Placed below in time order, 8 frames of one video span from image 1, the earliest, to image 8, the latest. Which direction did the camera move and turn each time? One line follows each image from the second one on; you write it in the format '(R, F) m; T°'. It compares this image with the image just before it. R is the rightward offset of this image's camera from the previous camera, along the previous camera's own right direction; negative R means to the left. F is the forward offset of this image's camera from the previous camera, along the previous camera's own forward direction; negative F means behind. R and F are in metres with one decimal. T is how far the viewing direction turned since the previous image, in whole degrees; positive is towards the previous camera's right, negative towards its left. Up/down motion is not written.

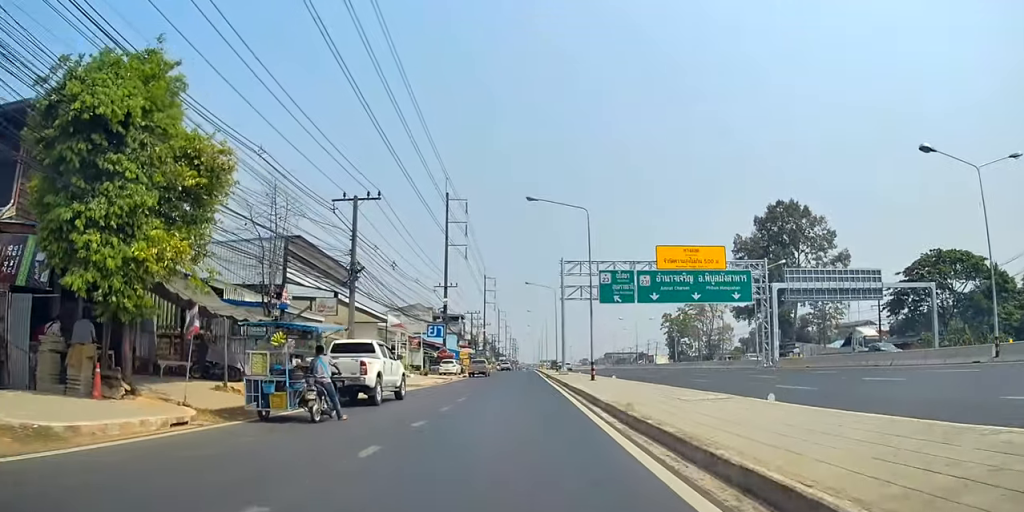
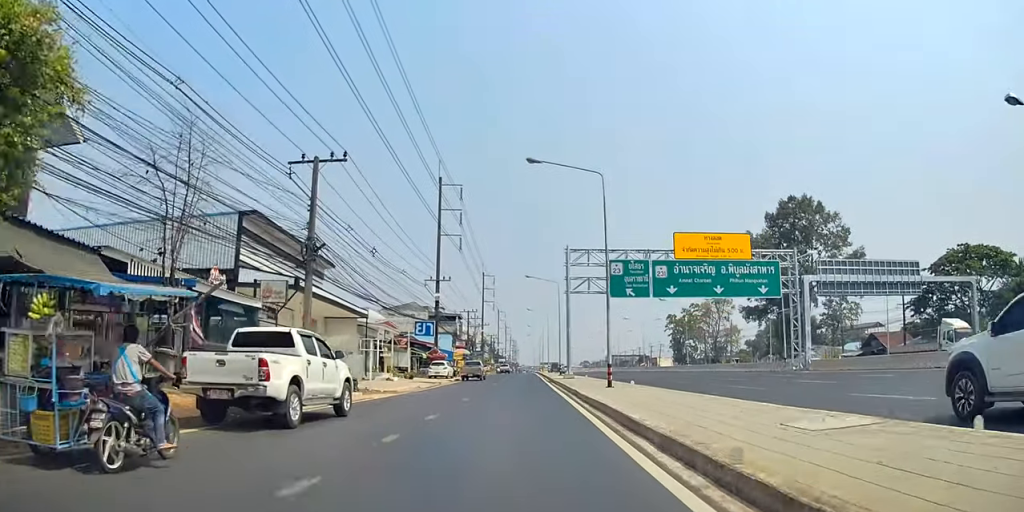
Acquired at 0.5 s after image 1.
(-0.2, +6.1) m; 0°
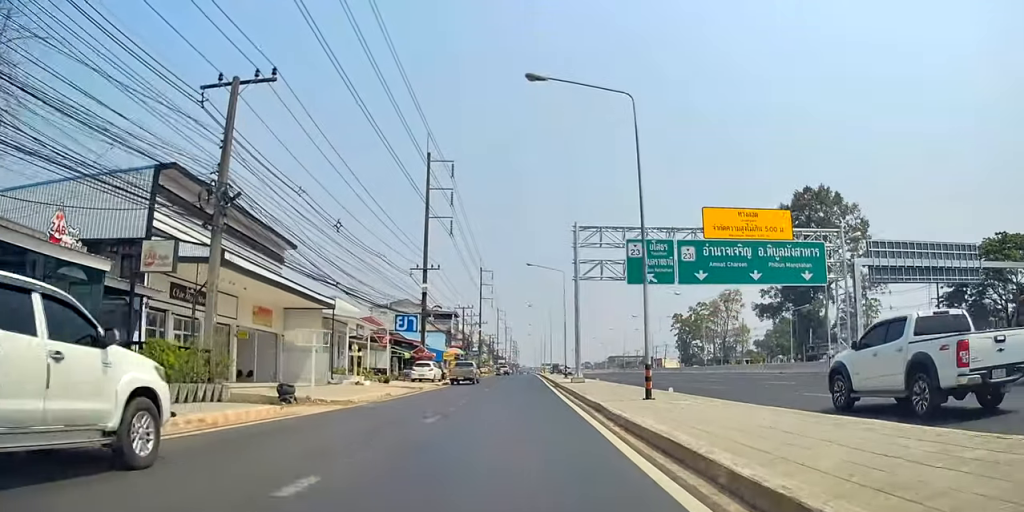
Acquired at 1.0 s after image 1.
(+0.3, +7.9) m; +1°
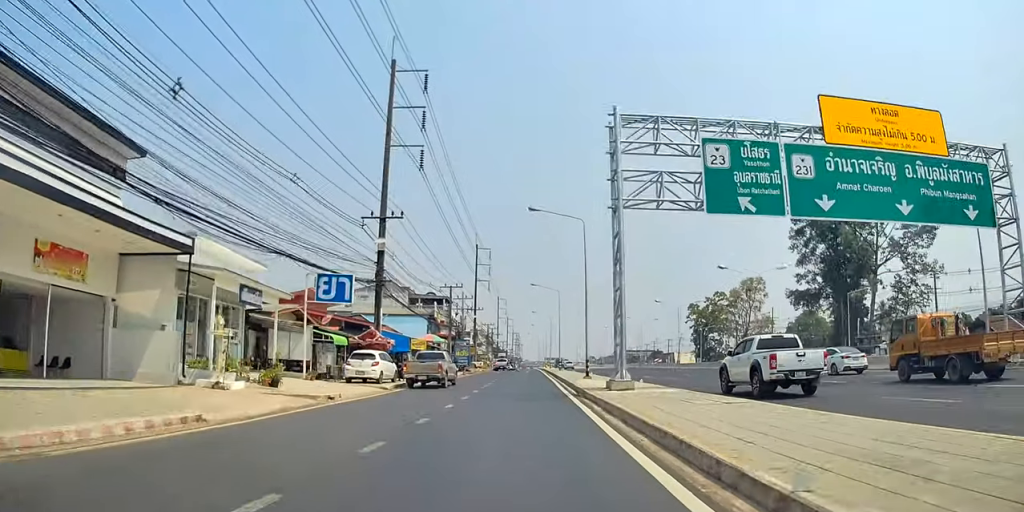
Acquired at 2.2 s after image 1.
(+0.1, +15.8) m; 0°
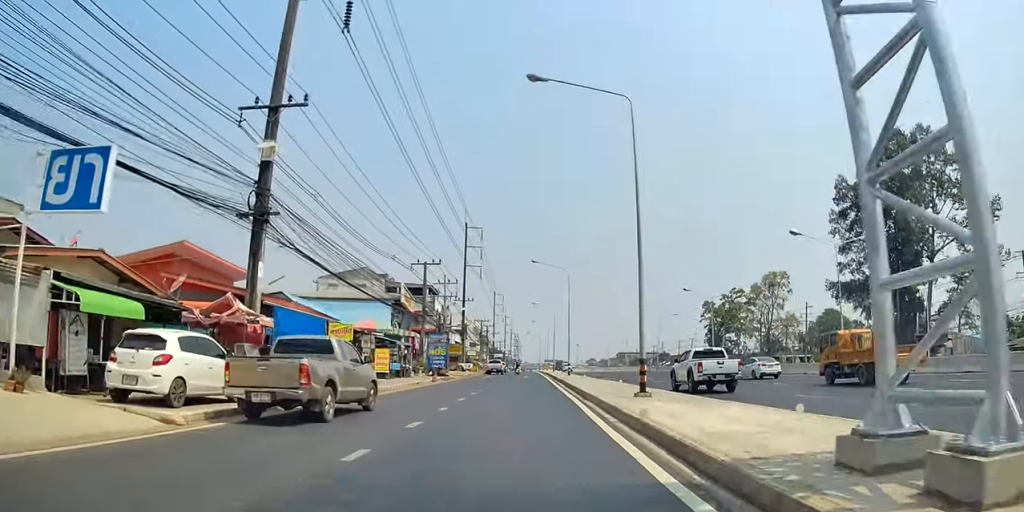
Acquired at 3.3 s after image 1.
(-0.1, +16.8) m; +2°
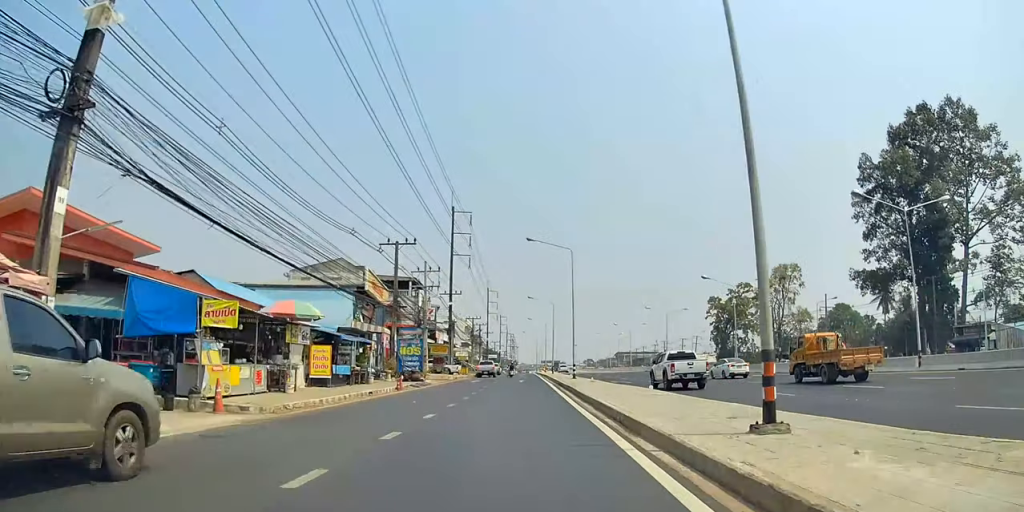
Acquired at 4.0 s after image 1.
(+0.4, +10.0) m; -1°
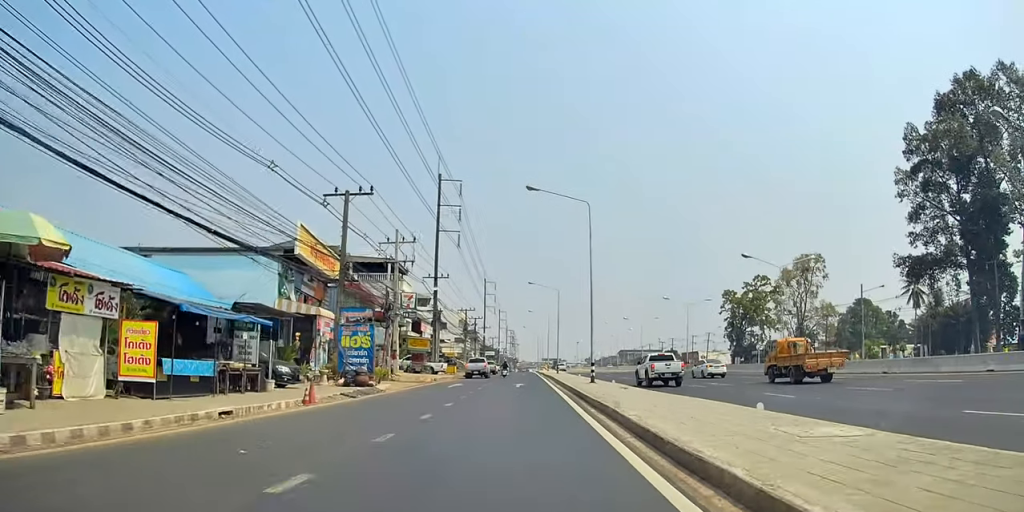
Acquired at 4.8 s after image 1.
(-0.1, +12.3) m; -2°
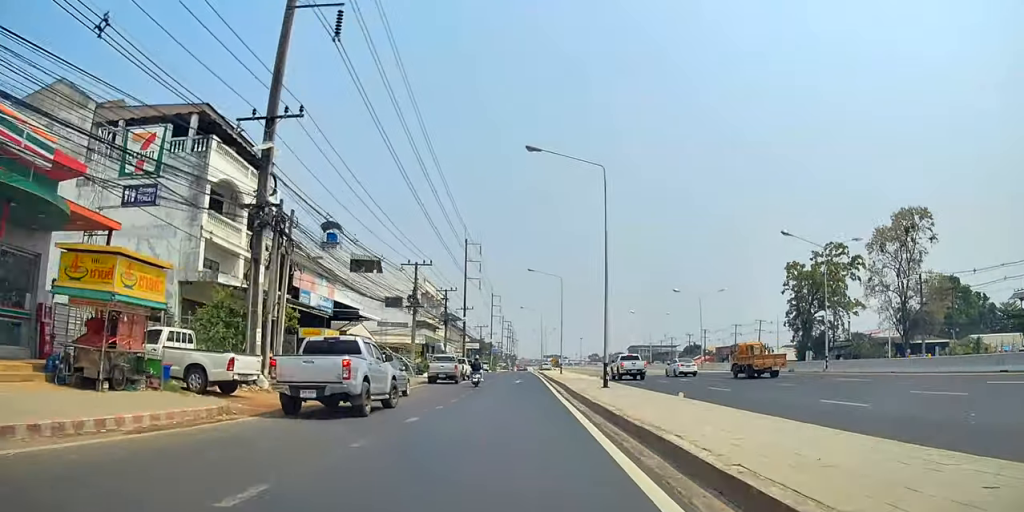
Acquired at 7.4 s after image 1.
(-0.8, +41.4) m; 0°
